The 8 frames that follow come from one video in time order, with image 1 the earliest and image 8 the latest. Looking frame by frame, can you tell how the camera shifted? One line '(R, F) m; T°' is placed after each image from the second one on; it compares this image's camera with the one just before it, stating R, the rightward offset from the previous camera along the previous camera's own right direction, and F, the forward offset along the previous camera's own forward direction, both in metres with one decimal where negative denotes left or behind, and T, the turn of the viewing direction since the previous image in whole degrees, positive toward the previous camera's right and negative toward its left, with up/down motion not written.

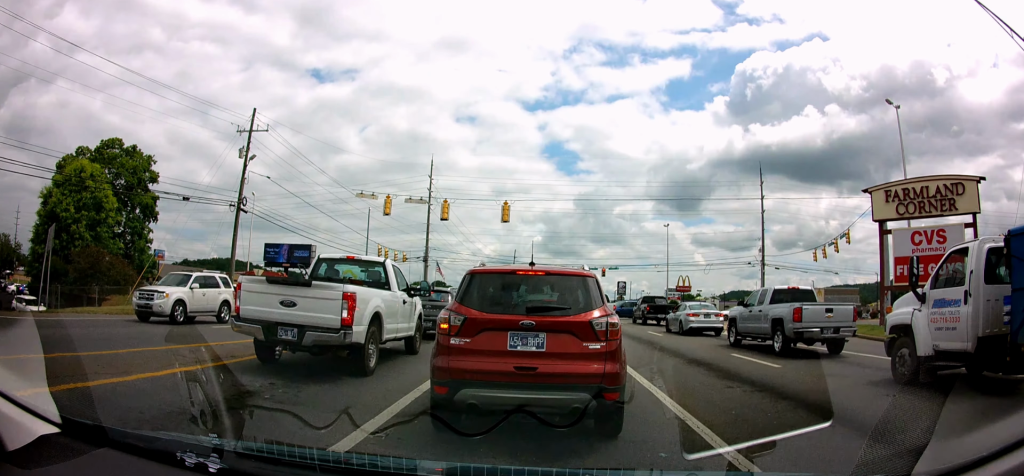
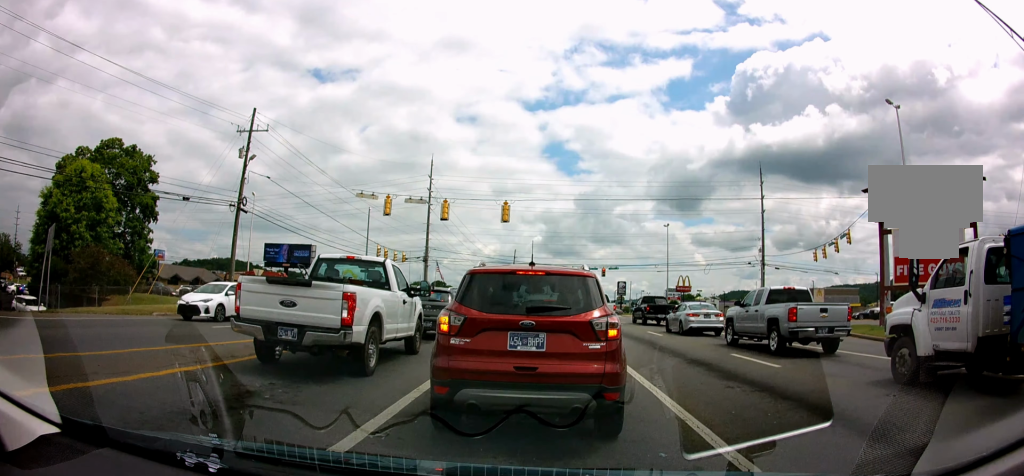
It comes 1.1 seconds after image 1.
(0.0, 0.0) m; 0°
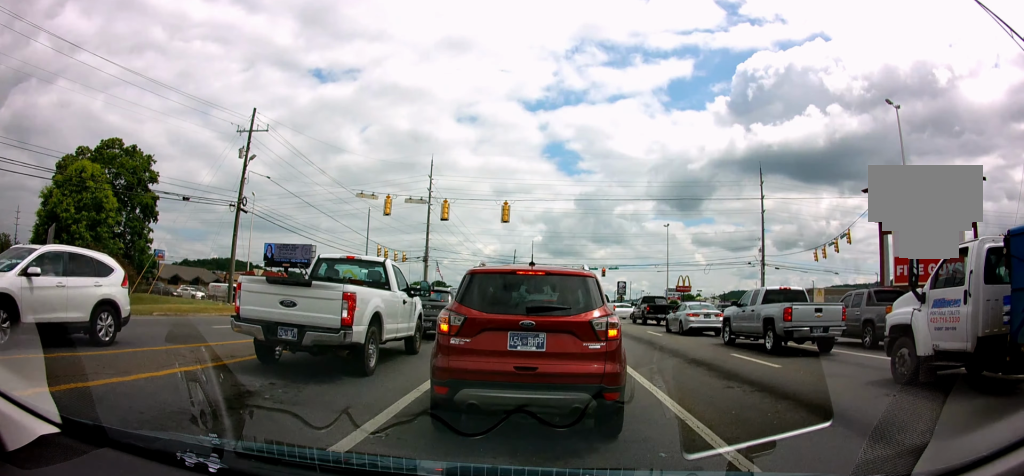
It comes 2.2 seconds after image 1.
(0.0, 0.0) m; 0°
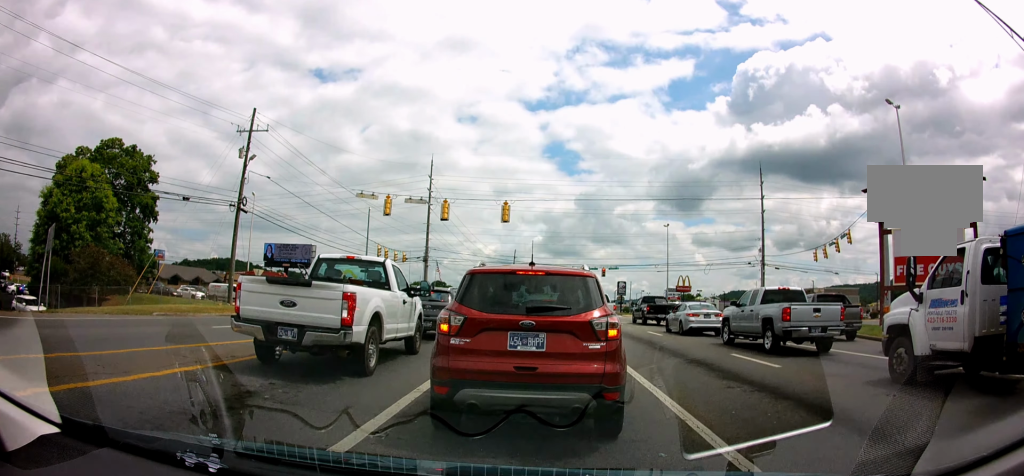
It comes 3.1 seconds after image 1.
(0.0, 0.0) m; 0°
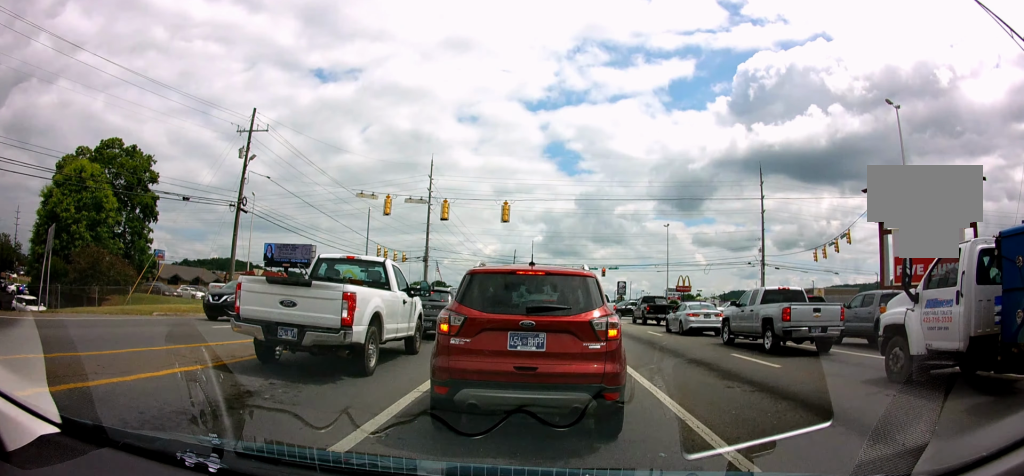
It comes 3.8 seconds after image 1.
(0.0, 0.0) m; 0°
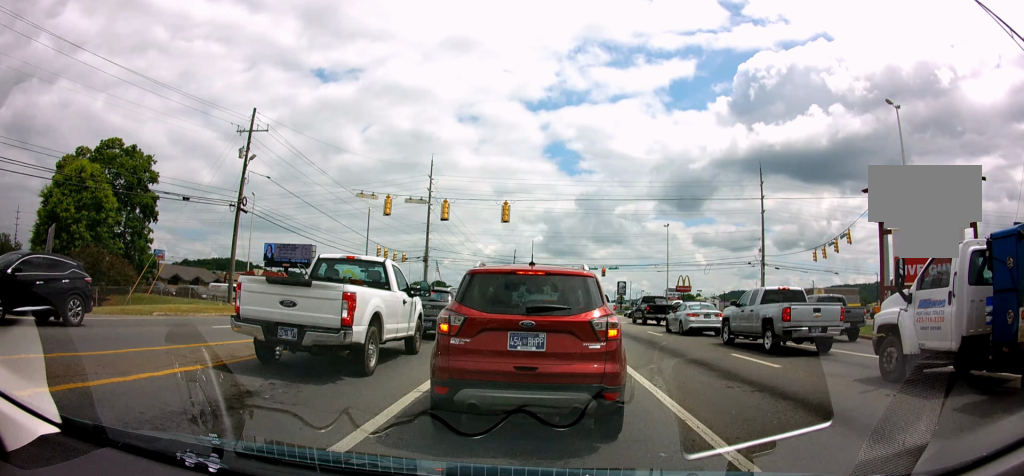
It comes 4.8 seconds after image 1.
(0.0, 0.0) m; 0°
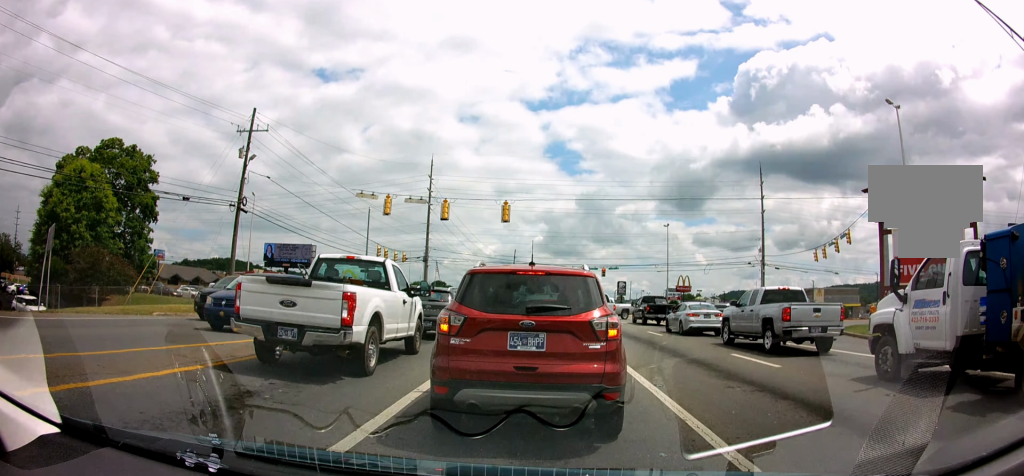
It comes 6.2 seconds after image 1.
(0.0, 0.0) m; 0°
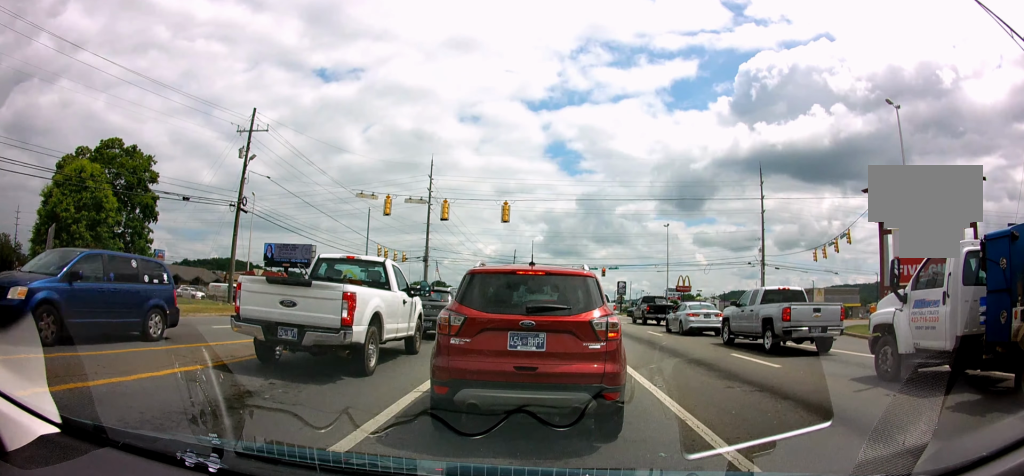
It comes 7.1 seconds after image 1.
(0.0, 0.0) m; 0°
